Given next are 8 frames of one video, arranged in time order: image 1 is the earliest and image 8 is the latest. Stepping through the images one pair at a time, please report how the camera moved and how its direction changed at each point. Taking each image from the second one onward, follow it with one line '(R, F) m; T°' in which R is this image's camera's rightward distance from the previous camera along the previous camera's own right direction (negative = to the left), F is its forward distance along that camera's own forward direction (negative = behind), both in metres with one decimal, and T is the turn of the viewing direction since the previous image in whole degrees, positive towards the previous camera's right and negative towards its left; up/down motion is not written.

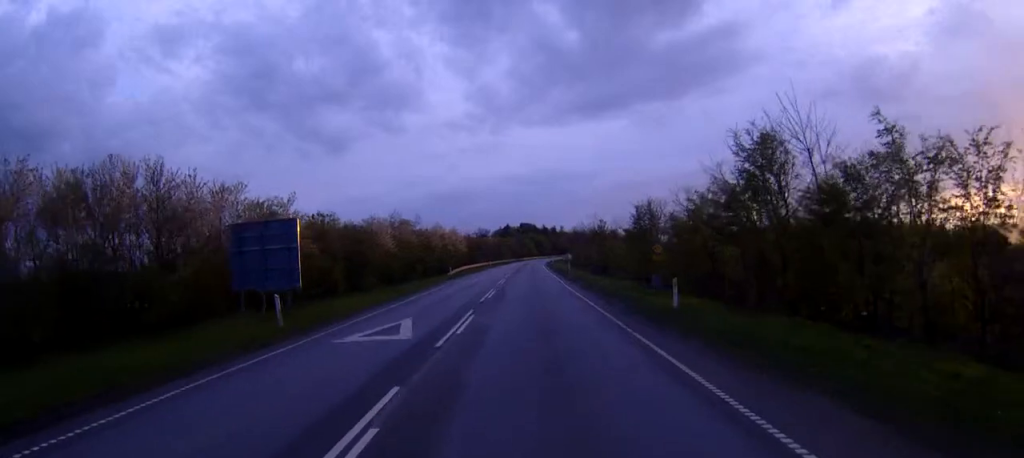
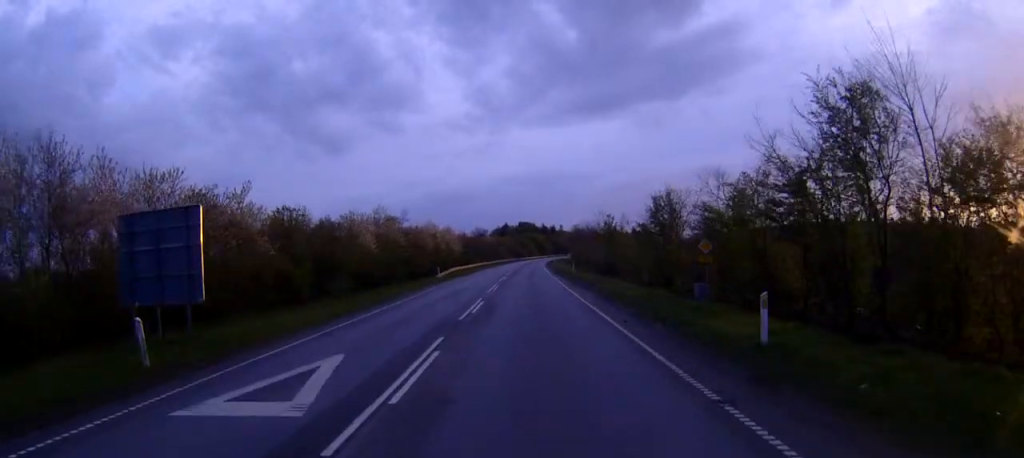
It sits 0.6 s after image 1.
(0.0, +8.3) m; 0°
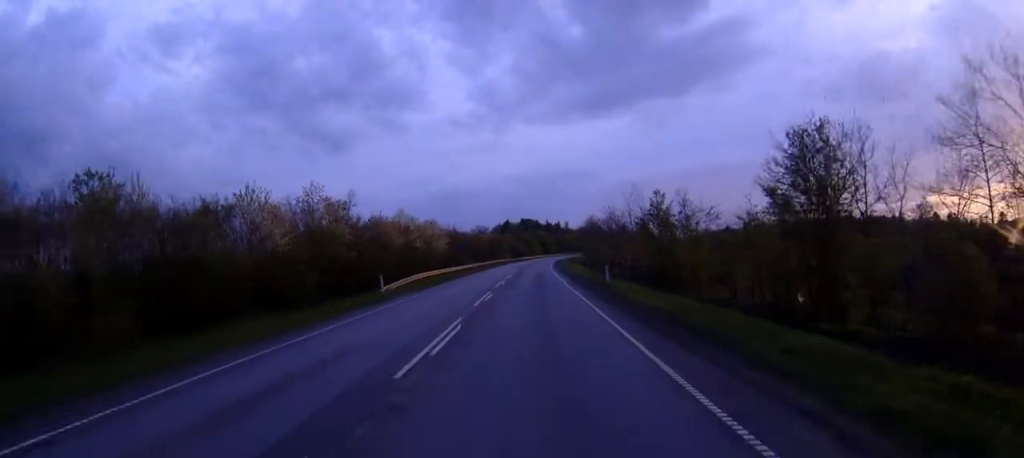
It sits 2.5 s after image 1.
(0.0, +25.3) m; 0°
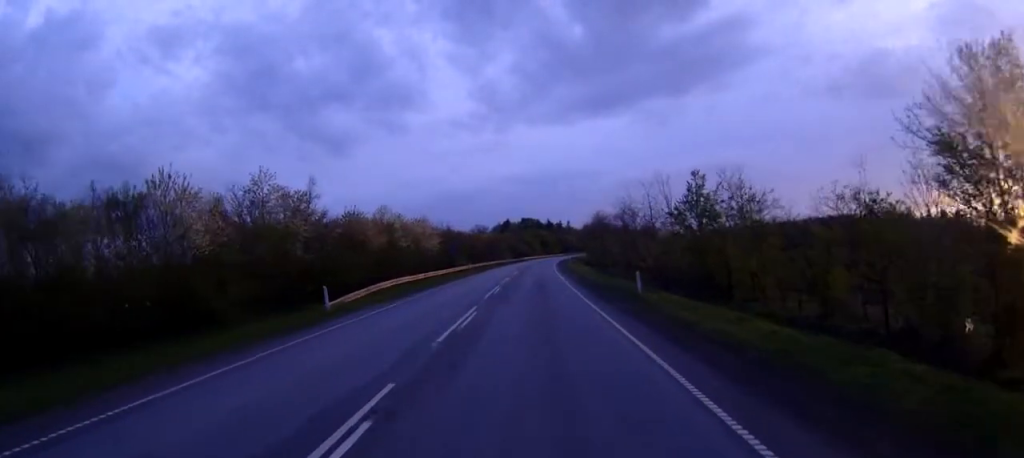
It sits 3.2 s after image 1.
(0.0, +10.6) m; 0°
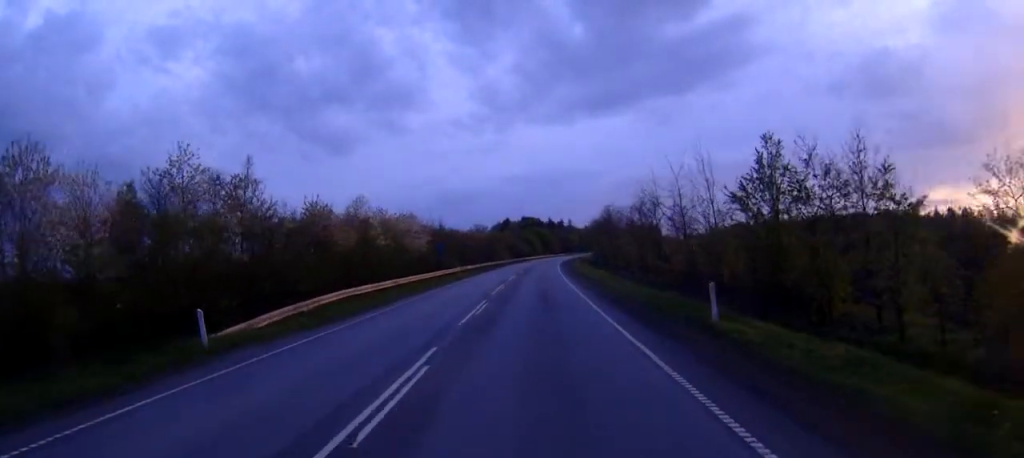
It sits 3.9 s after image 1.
(0.0, +10.8) m; 0°
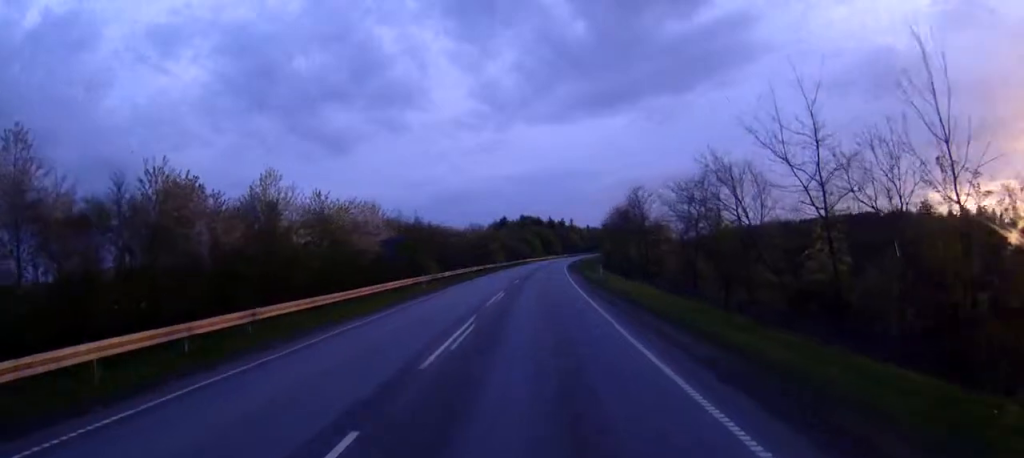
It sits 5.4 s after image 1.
(0.0, +21.8) m; 0°
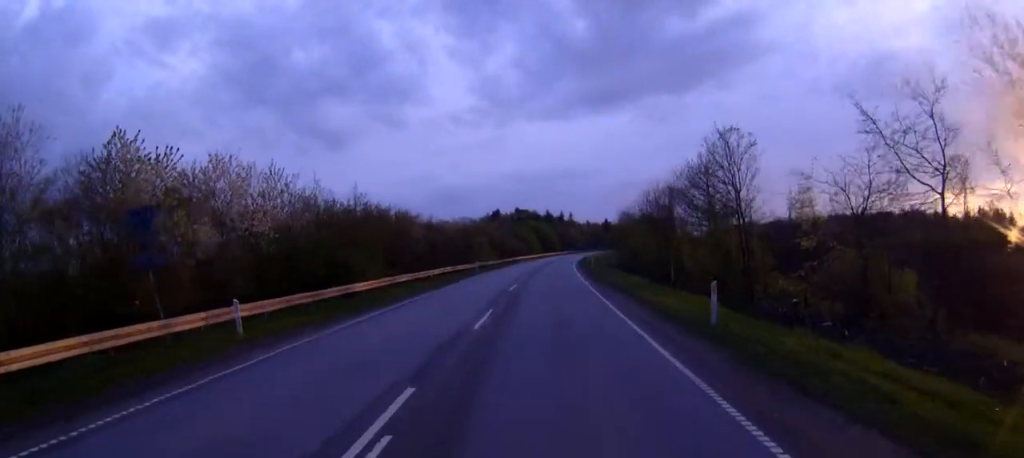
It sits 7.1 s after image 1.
(+0.1, +27.5) m; +1°
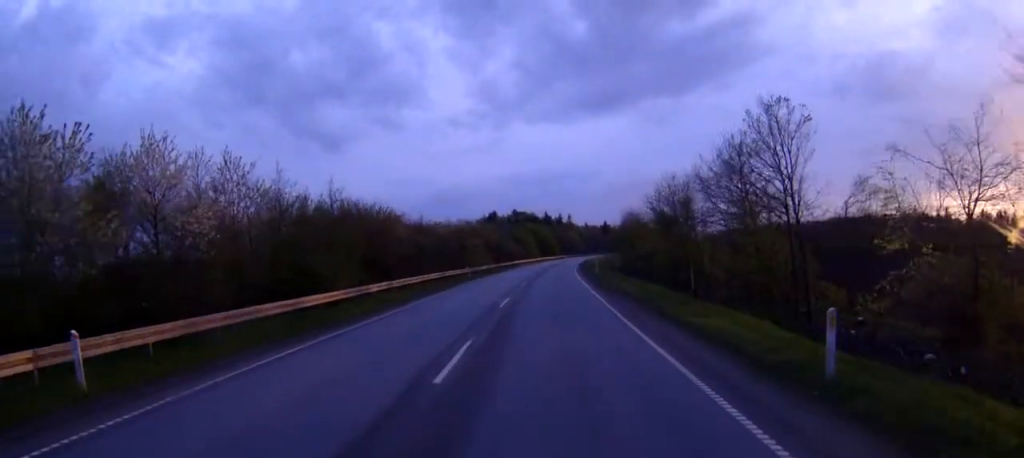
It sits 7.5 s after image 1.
(0.0, +6.6) m; 0°
